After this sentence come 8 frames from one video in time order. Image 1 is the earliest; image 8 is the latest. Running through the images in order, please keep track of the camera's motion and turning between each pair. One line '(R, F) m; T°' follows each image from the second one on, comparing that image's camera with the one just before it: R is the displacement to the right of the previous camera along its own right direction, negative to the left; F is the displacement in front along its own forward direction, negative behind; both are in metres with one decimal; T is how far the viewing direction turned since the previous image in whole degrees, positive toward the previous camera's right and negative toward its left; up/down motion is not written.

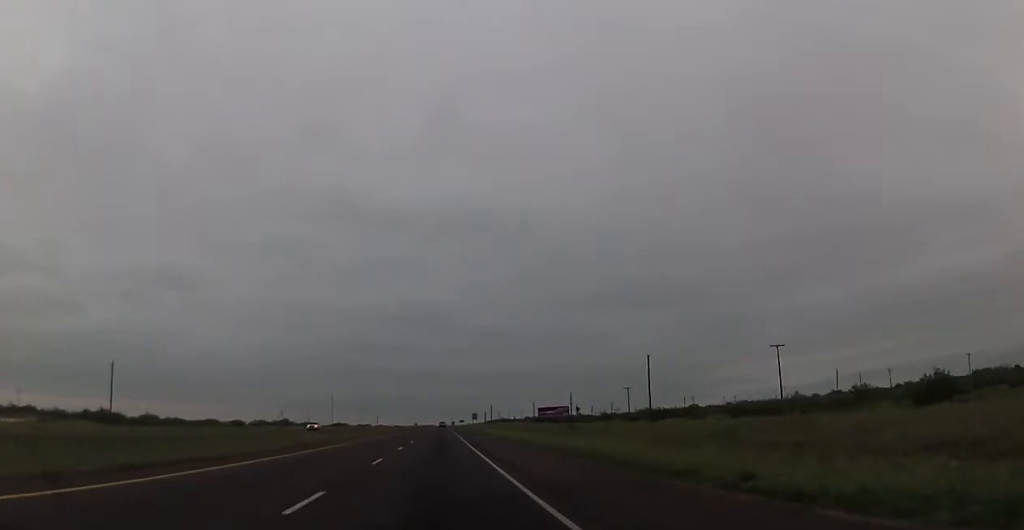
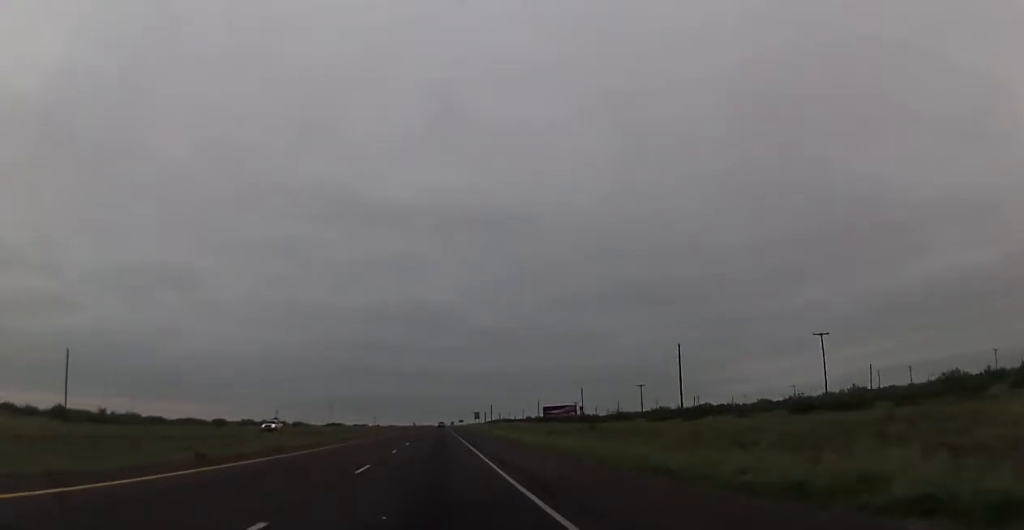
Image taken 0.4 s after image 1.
(0.0, +16.1) m; 0°
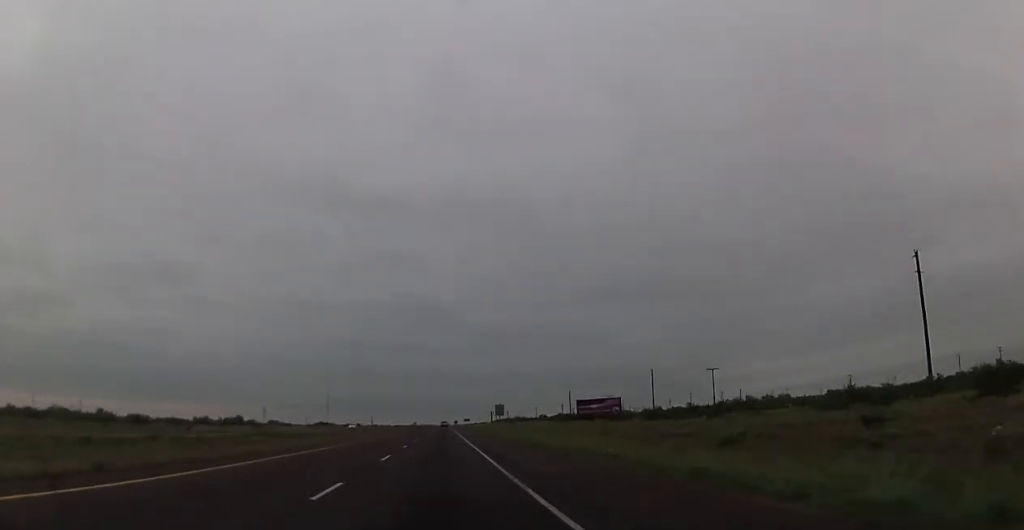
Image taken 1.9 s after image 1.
(0.0, +54.4) m; 0°
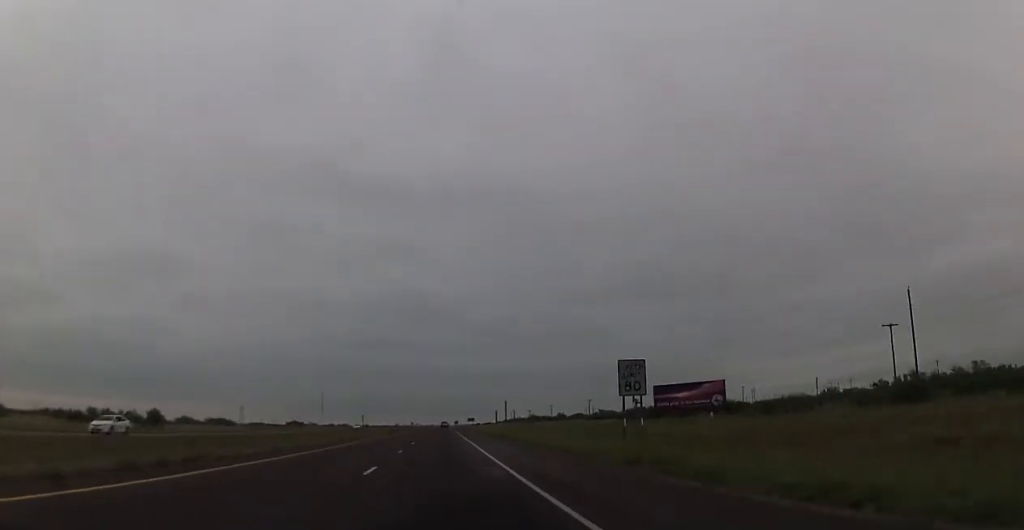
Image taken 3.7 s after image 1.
(-0.5, +67.0) m; 0°
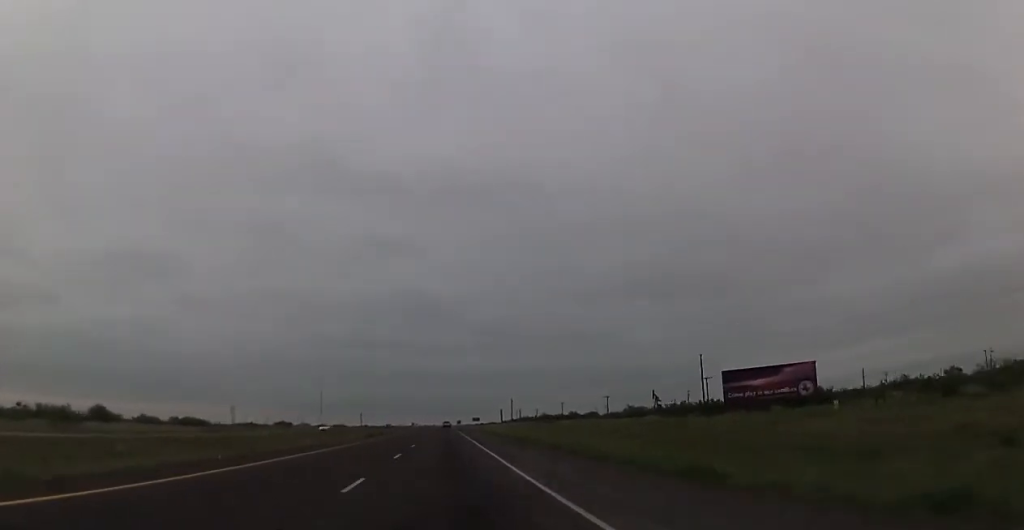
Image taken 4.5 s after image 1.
(+0.2, +28.5) m; +1°
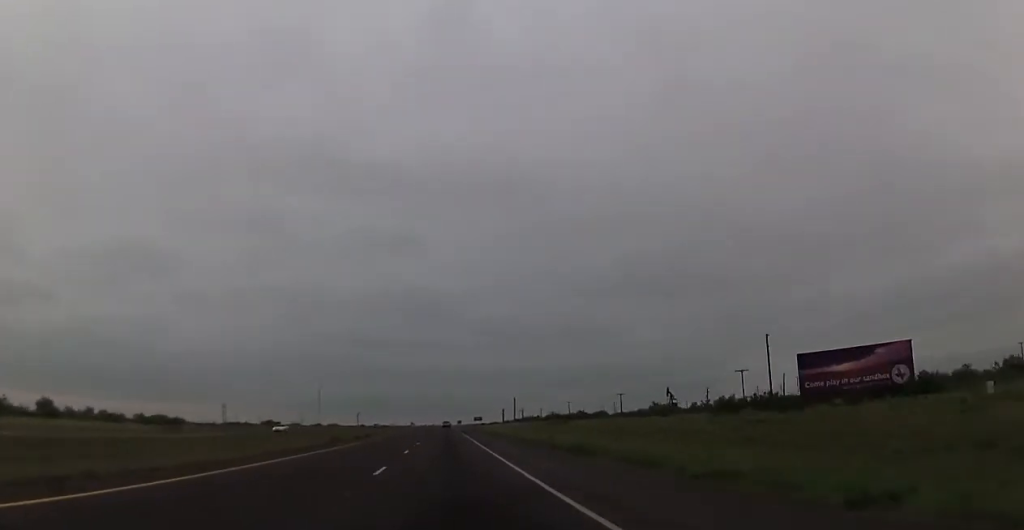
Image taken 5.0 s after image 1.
(+0.1, +19.8) m; 0°
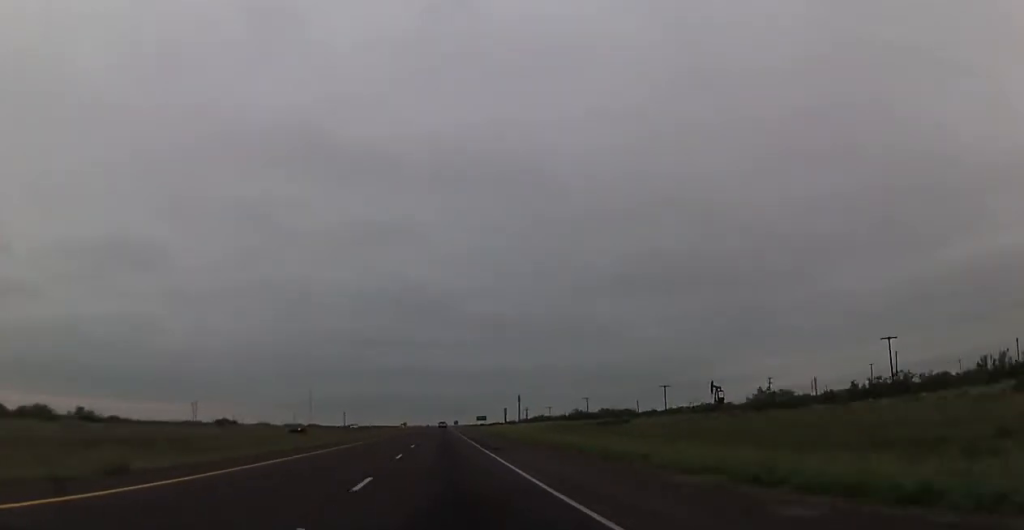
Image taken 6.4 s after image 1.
(-0.7, +52.0) m; -1°
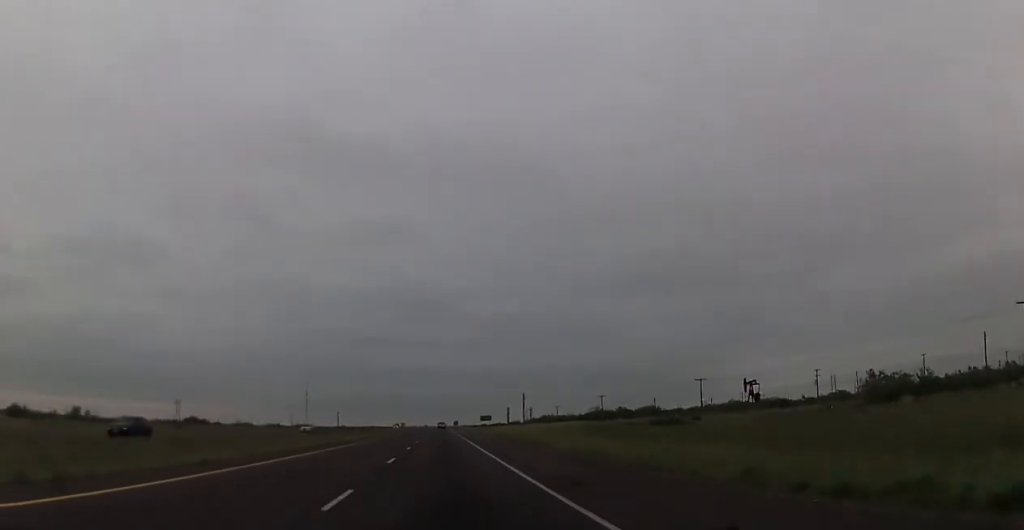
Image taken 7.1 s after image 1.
(+0.4, +27.3) m; +1°
